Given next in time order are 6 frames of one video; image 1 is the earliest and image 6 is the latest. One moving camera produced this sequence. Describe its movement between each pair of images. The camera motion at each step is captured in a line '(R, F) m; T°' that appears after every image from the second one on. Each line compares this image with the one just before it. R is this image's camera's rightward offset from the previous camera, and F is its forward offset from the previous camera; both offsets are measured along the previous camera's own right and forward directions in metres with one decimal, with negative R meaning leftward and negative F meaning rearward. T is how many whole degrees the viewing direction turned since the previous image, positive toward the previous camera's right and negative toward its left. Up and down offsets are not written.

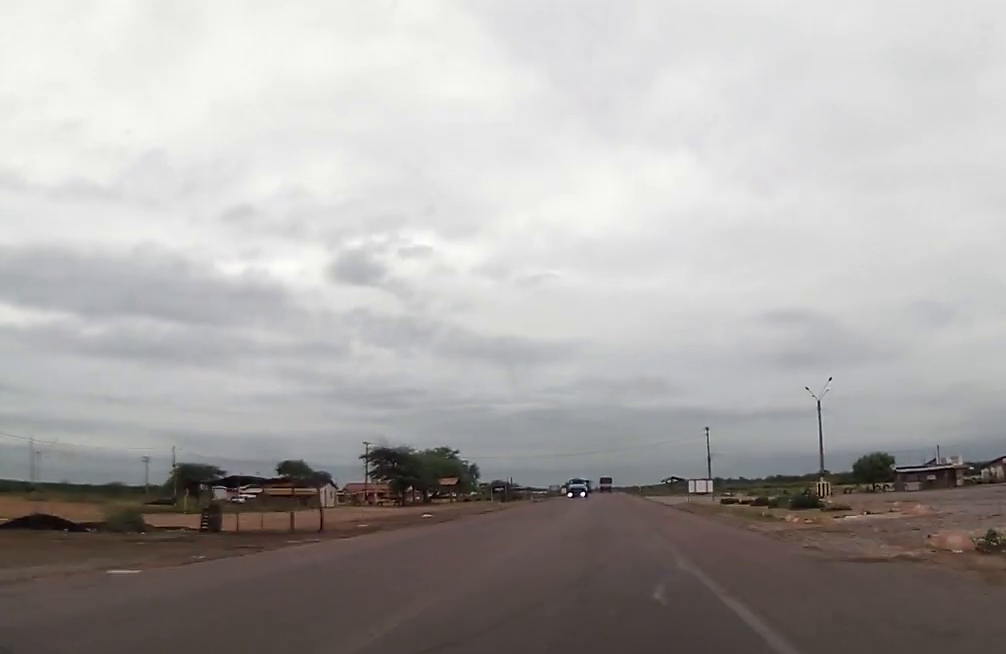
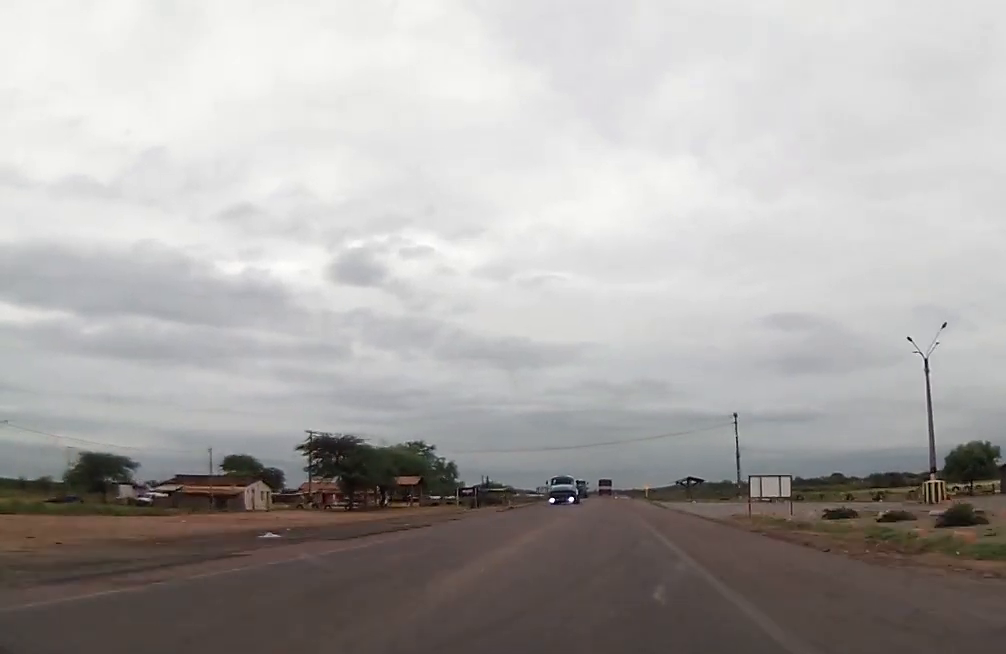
(0.0, +27.1) m; 0°
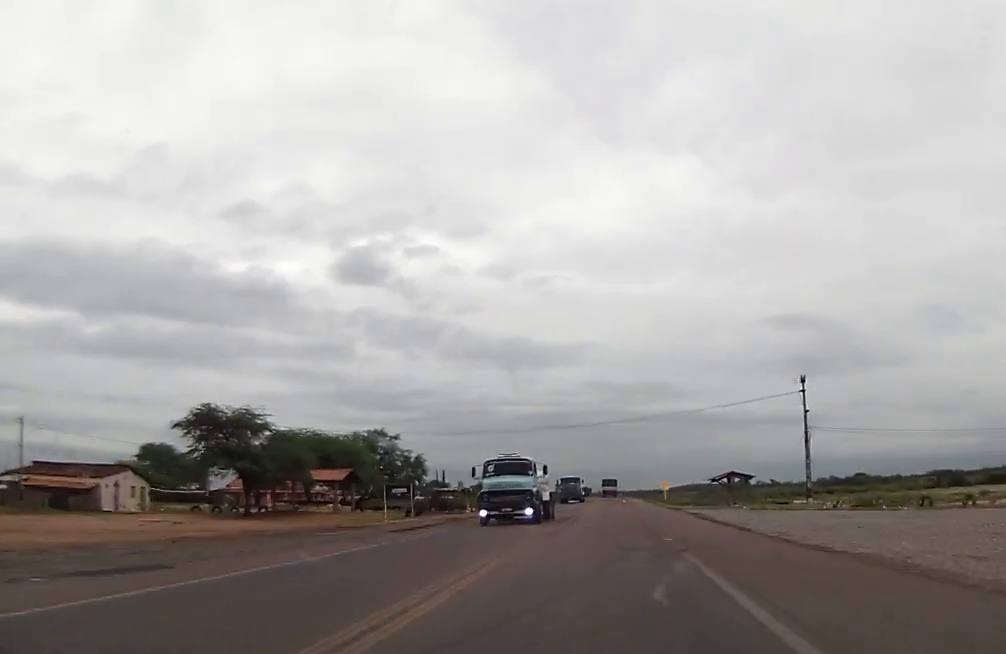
(0.0, +32.5) m; -2°
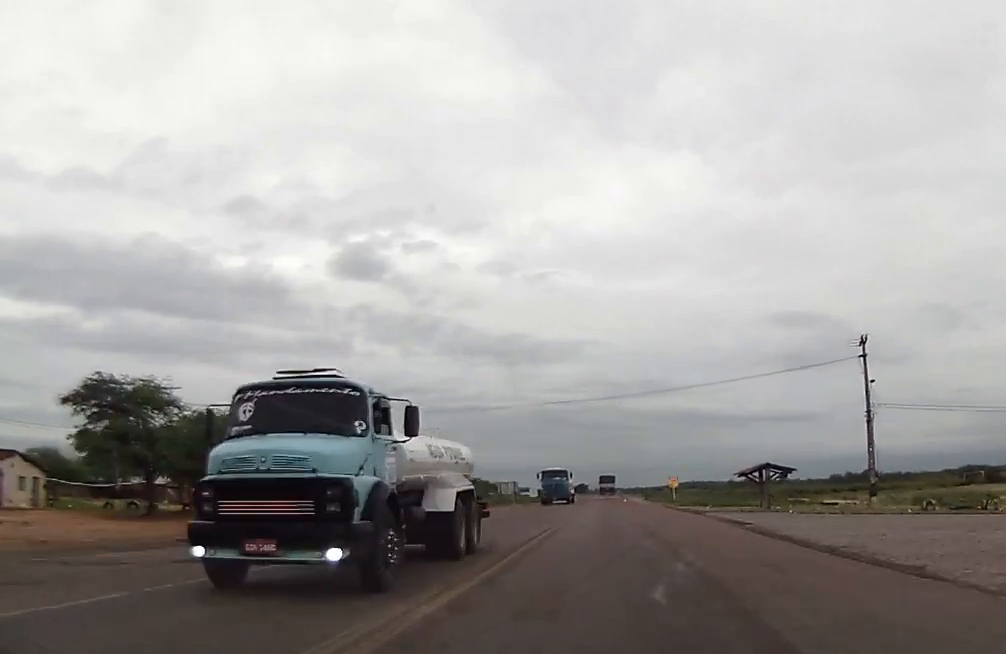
(-0.2, +16.8) m; 0°
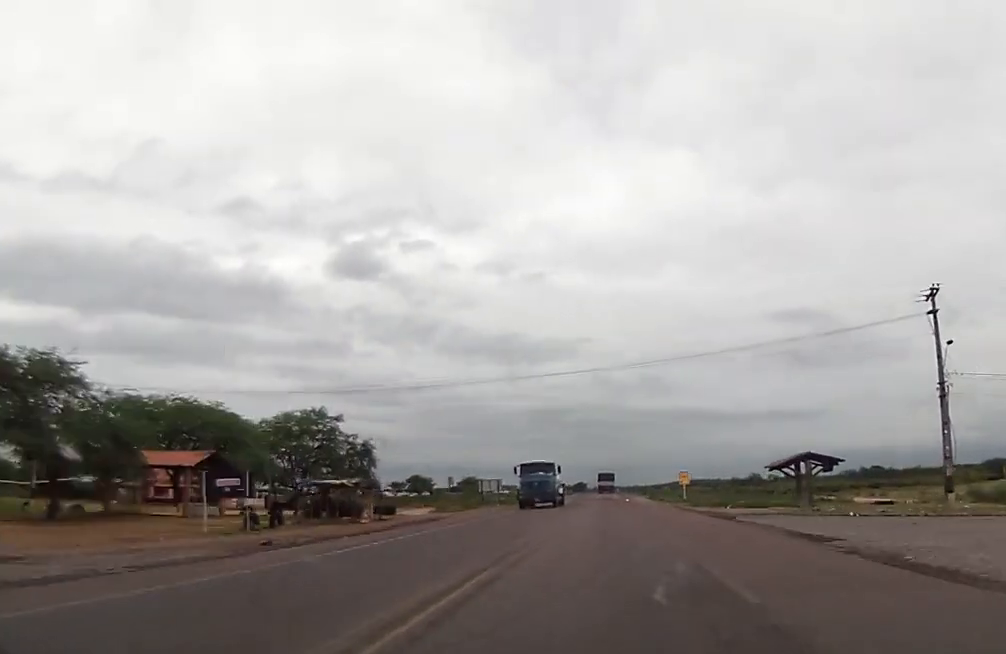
(+0.1, +11.9) m; +1°
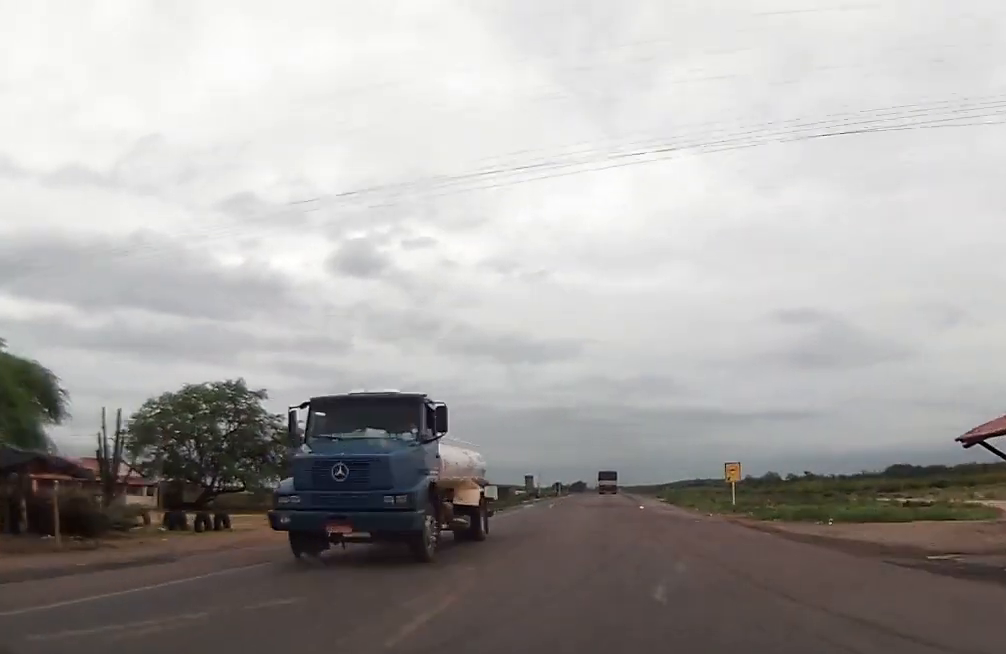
(+0.3, +26.8) m; 0°
